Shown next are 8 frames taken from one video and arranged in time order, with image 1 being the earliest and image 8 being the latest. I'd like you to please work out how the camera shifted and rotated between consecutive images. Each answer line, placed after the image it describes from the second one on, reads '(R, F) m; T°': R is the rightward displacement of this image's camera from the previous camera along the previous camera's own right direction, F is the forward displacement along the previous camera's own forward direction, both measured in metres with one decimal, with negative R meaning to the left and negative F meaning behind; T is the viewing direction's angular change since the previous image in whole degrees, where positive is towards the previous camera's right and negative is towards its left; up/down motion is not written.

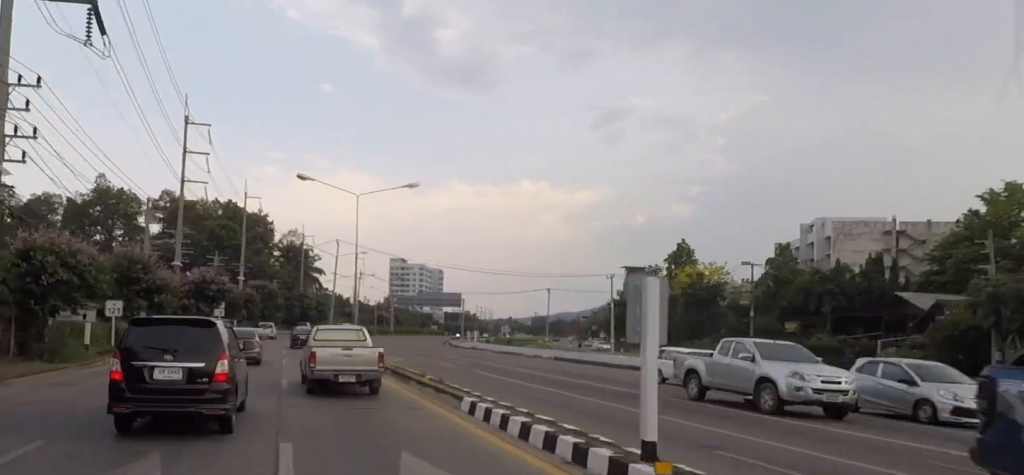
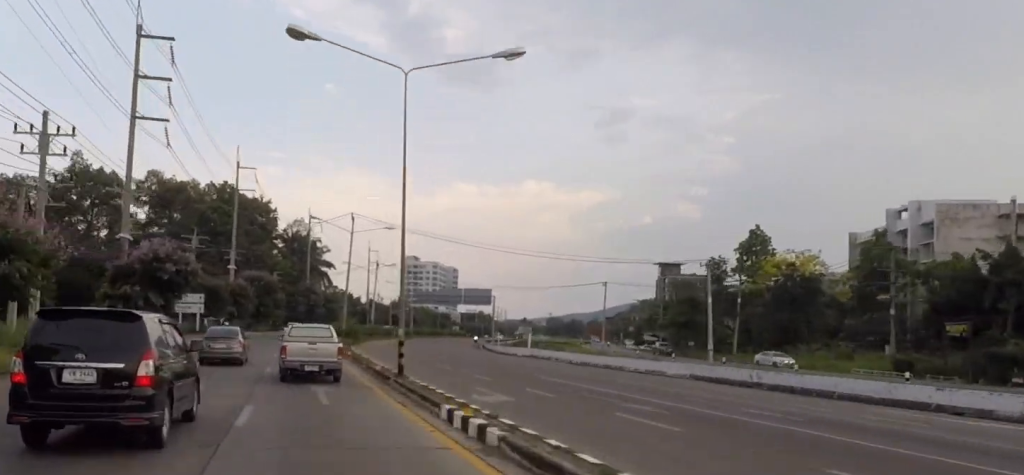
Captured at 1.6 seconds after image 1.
(-1.0, +19.5) m; 0°
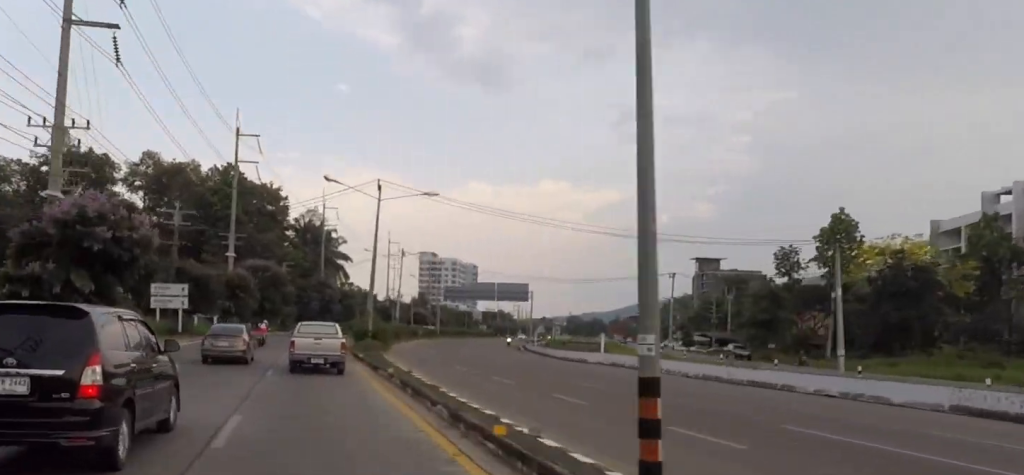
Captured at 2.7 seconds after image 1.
(+0.7, +14.2) m; +1°
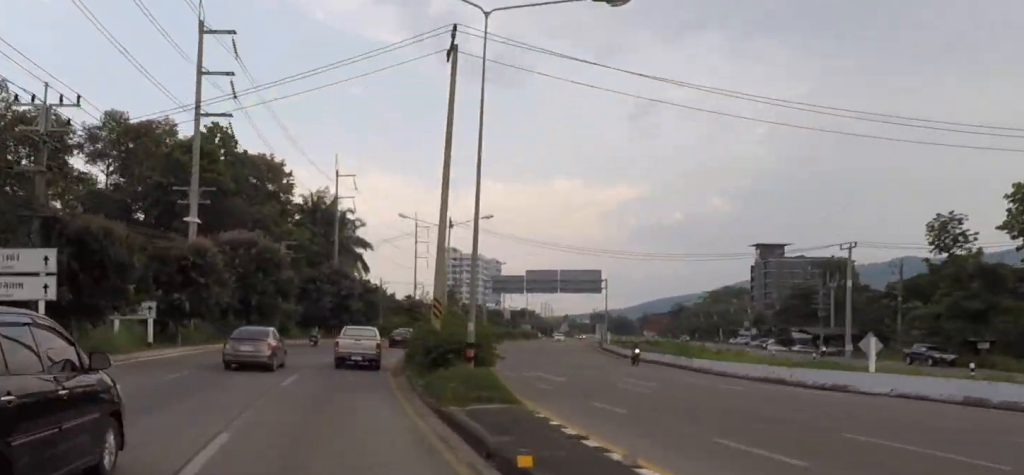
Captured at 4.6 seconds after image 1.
(+0.4, +26.0) m; +4°
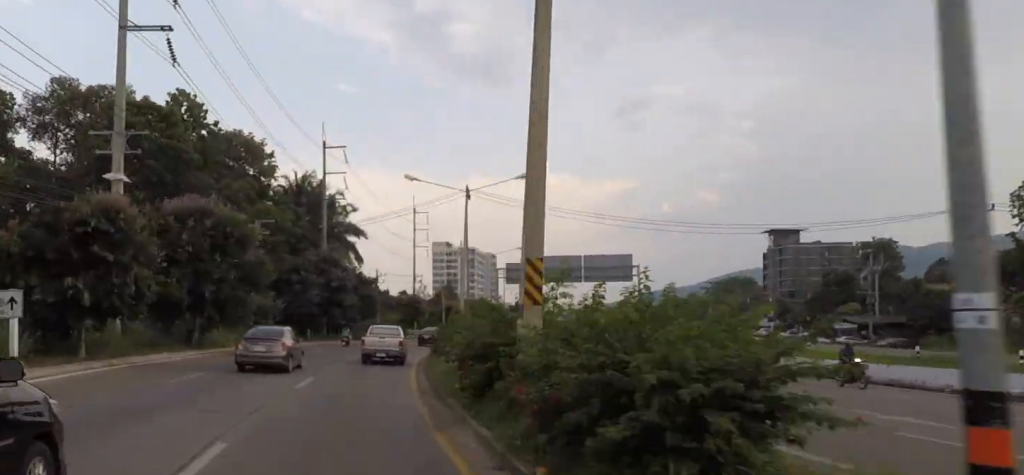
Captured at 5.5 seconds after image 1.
(-0.9, +12.8) m; +3°
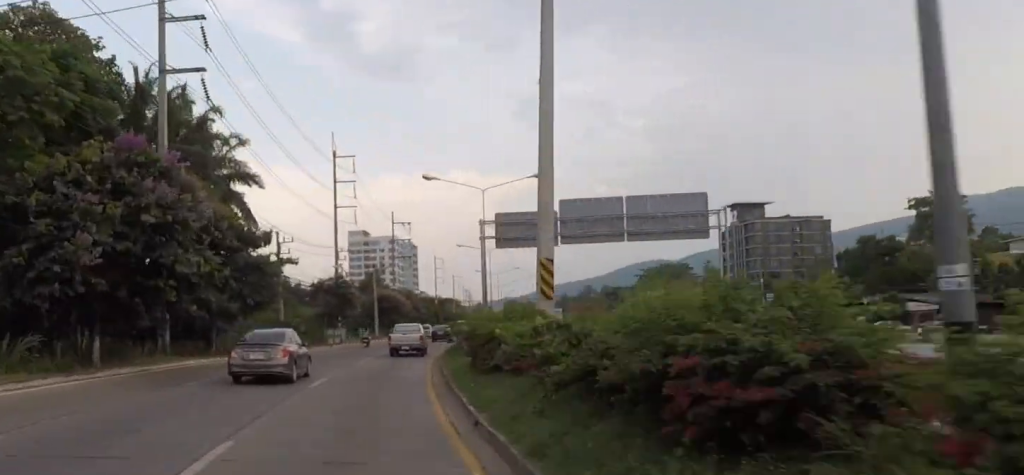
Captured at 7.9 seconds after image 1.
(+4.2, +35.6) m; +7°
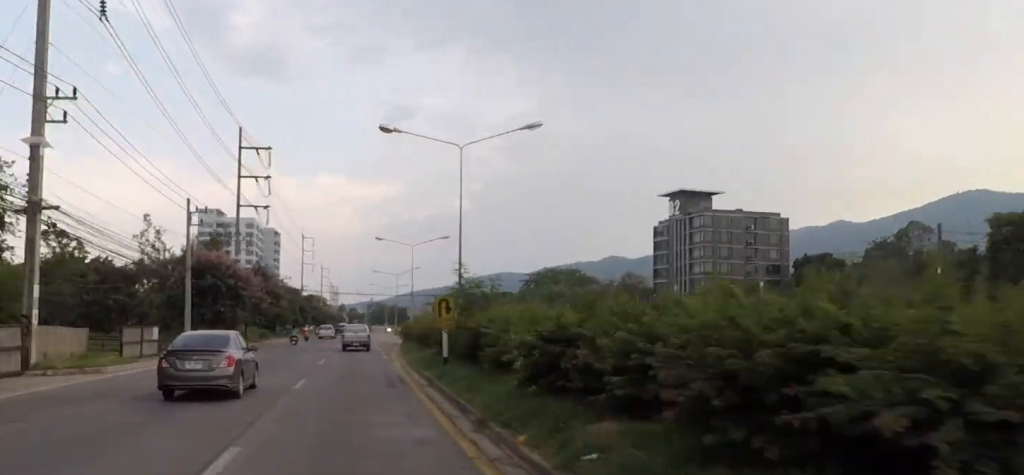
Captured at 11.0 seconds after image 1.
(0.0, +48.4) m; 0°
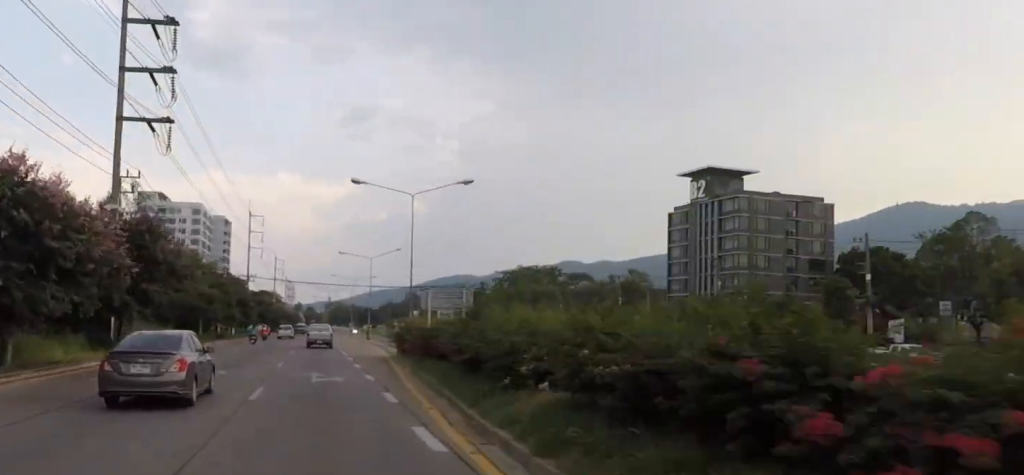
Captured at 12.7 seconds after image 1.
(0.0, +27.4) m; 0°
